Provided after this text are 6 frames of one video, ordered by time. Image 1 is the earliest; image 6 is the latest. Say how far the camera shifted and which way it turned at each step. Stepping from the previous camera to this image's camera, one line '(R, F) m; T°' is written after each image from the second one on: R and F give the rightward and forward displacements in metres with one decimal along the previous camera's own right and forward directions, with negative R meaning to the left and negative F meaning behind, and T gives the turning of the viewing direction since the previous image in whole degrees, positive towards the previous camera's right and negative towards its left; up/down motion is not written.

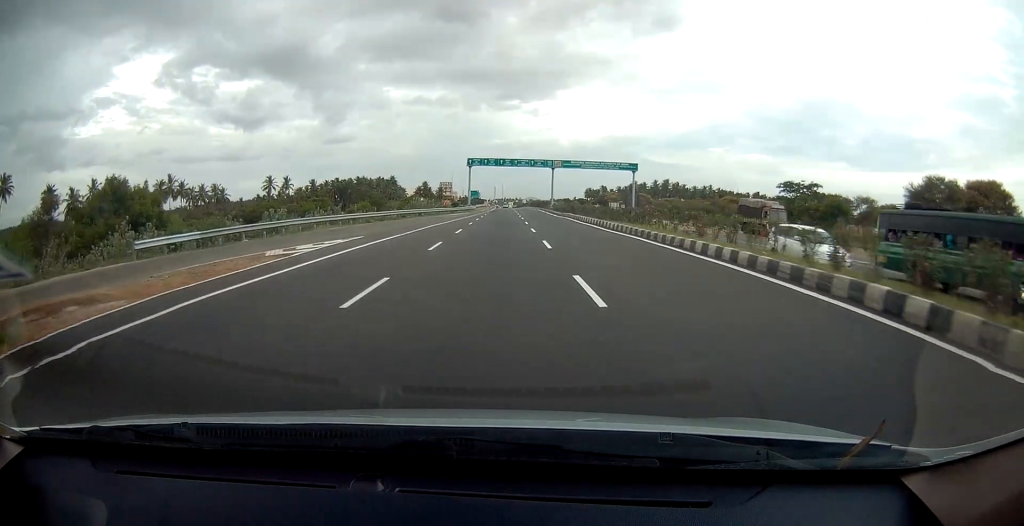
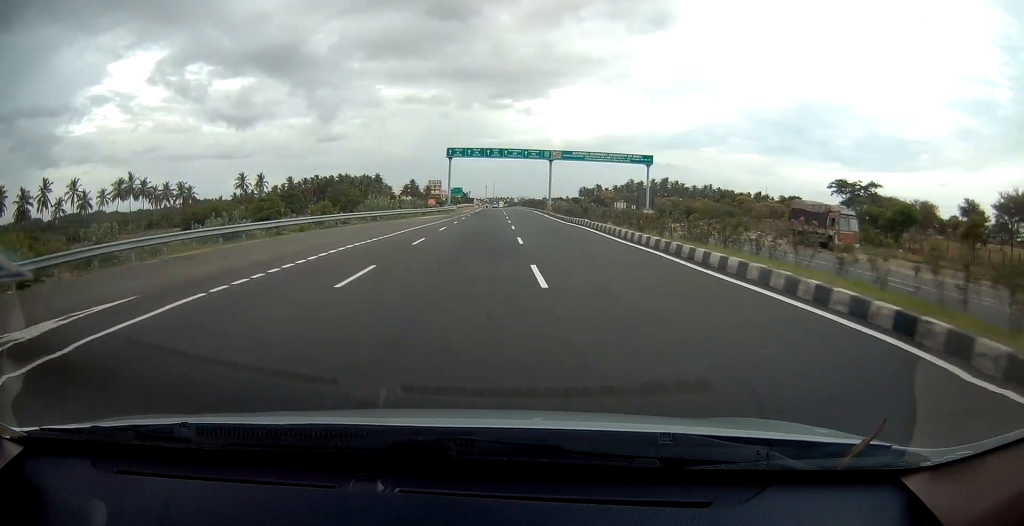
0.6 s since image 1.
(0.0, +16.1) m; +1°
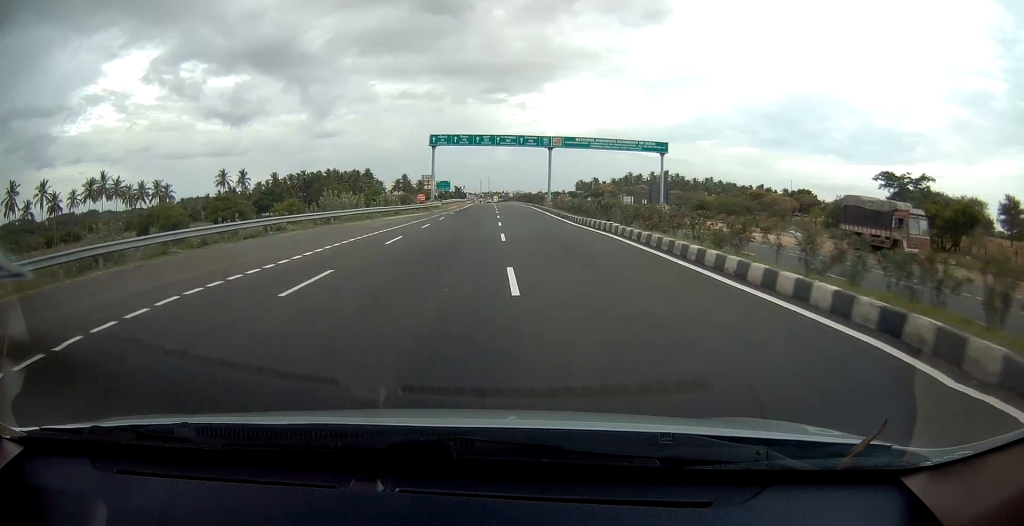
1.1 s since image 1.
(+0.1, +10.3) m; 0°
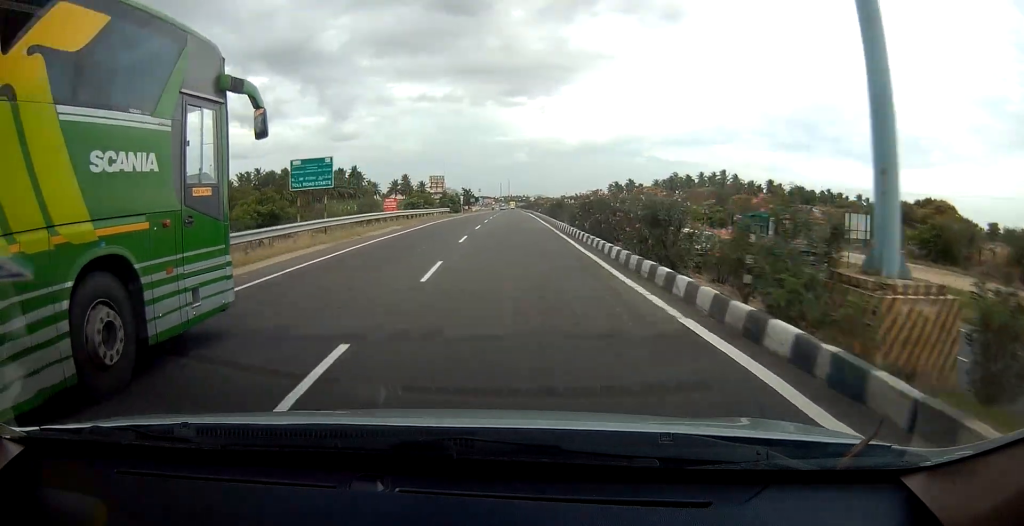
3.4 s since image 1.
(-0.1, +58.2) m; -1°
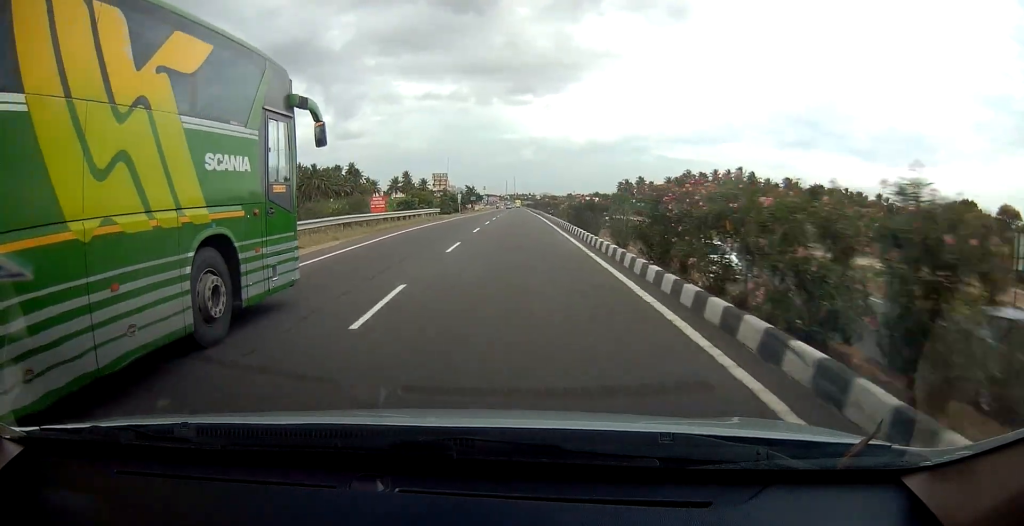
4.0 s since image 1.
(-0.1, +12.7) m; -1°
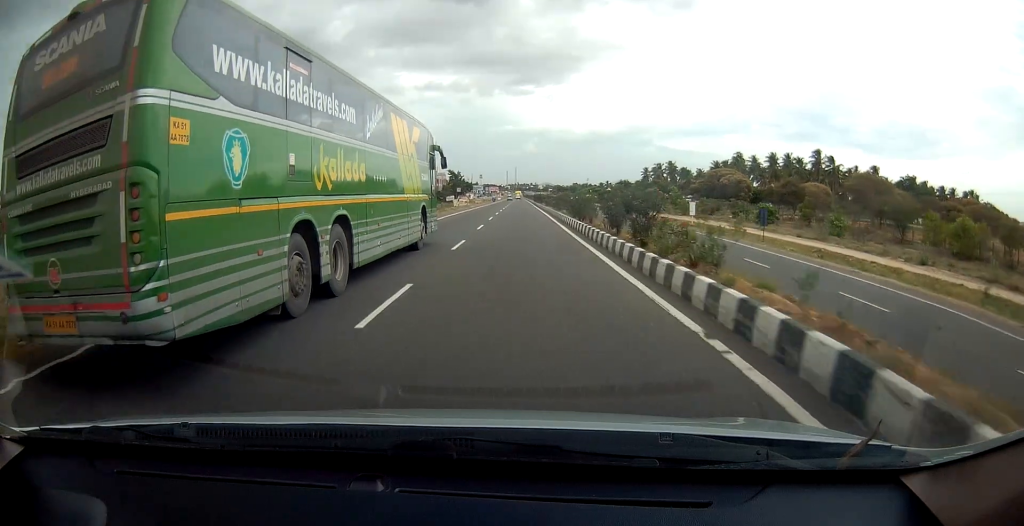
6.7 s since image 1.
(-0.4, +63.5) m; 0°
